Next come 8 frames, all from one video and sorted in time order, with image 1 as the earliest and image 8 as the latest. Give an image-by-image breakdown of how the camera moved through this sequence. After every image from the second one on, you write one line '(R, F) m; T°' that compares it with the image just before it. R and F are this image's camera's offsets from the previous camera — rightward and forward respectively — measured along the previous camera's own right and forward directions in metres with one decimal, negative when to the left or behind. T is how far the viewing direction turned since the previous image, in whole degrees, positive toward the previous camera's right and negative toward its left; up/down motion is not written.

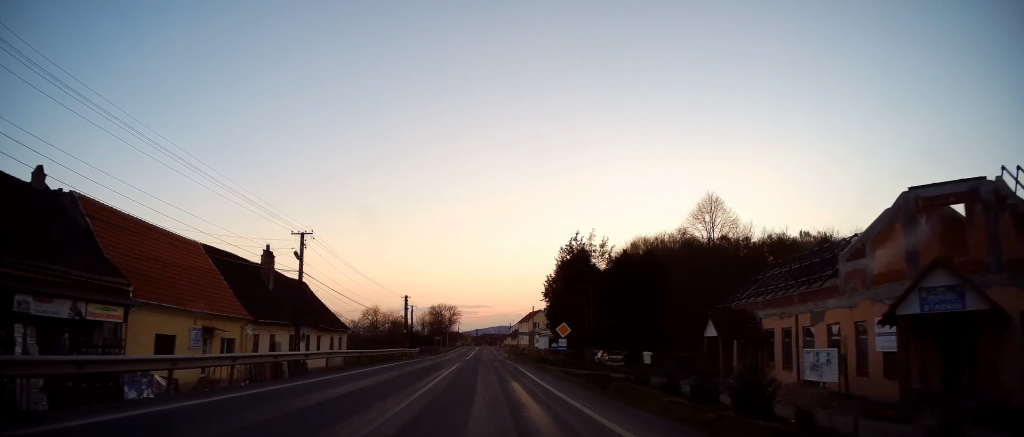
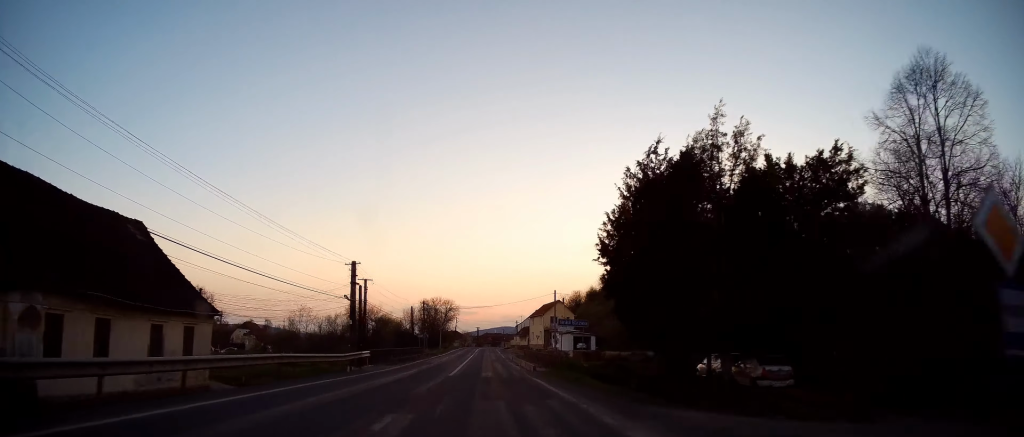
(+0.3, +26.3) m; 0°
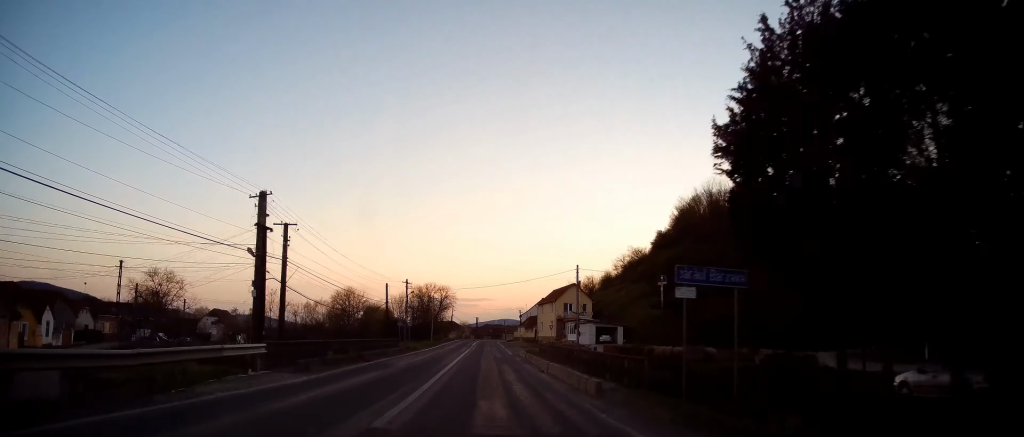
(-0.2, +15.9) m; -1°
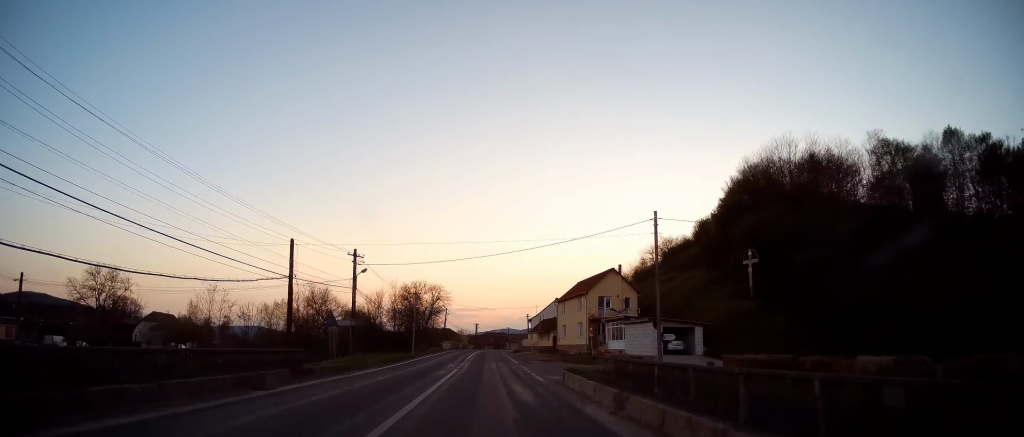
(-0.3, +23.1) m; 0°
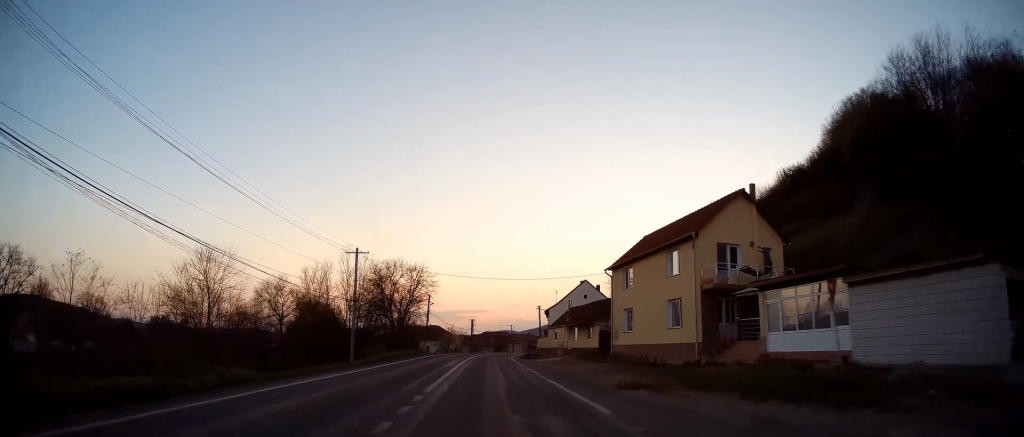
(+0.5, +29.3) m; +1°
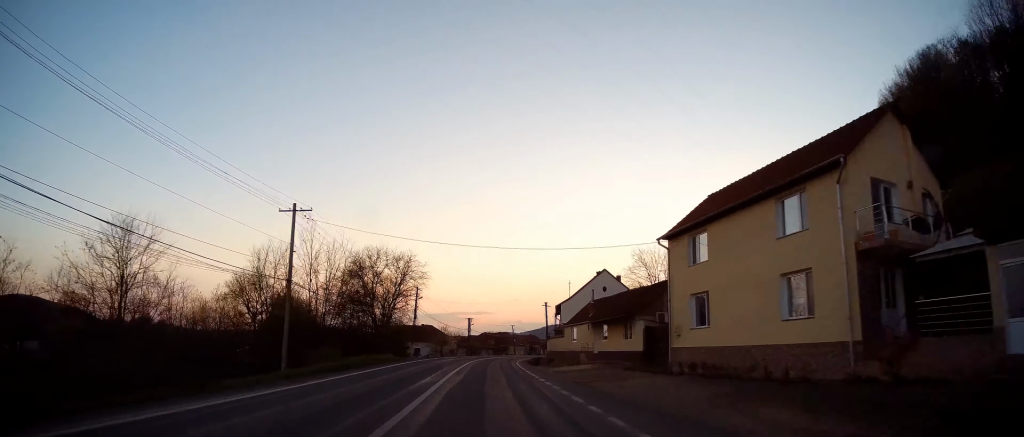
(+0.1, +11.8) m; 0°
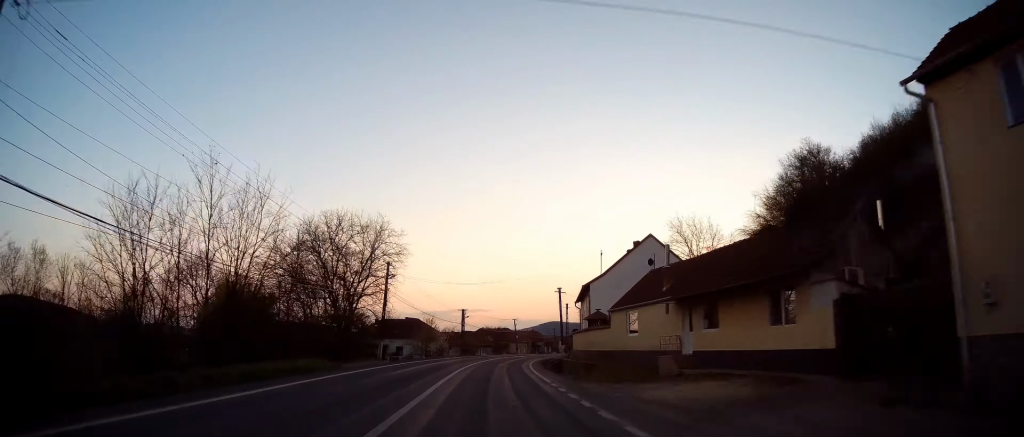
(-0.4, +17.2) m; 0°
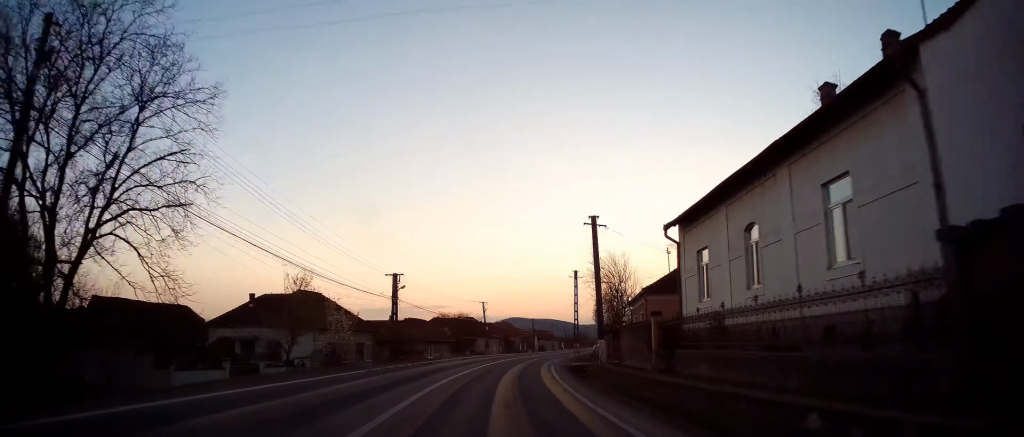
(+0.7, +34.9) m; +2°
